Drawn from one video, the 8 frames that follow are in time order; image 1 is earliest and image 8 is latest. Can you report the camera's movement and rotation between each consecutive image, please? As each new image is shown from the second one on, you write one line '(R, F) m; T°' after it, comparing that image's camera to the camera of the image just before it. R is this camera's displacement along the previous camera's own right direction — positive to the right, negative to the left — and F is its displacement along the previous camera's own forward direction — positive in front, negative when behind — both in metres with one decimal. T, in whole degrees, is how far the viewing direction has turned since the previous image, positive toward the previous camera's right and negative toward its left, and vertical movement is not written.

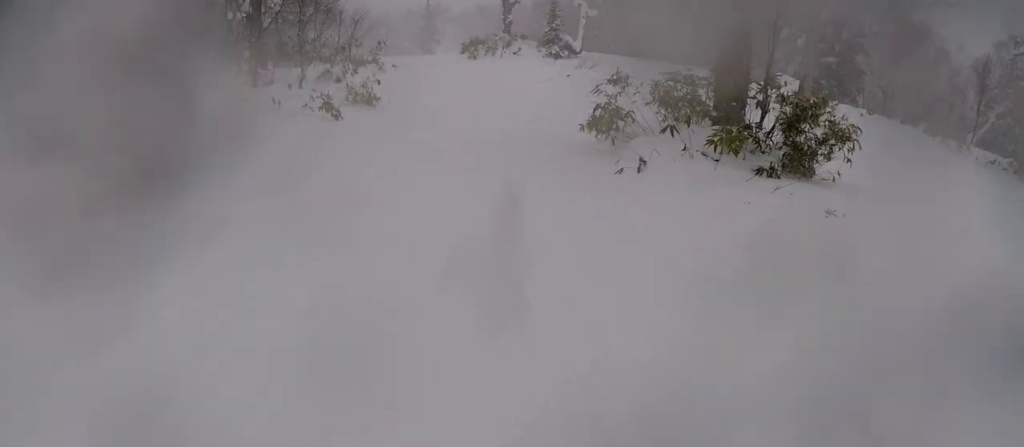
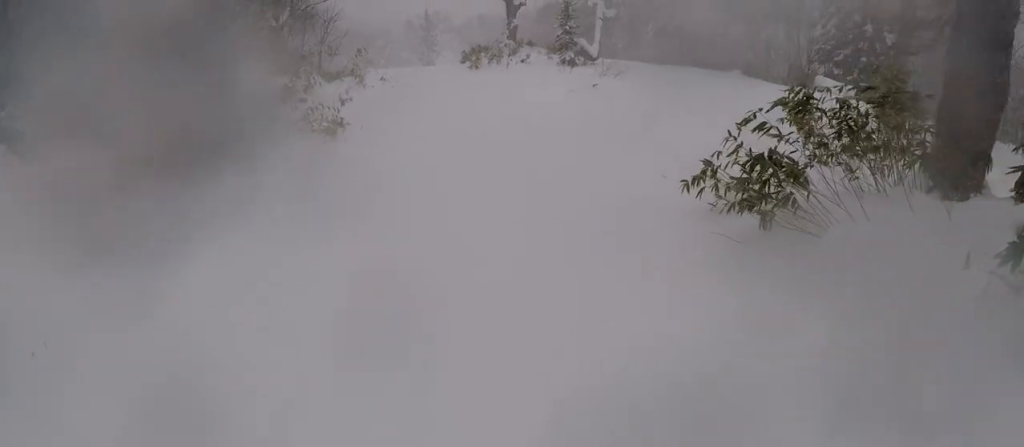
(-0.4, +7.1) m; +3°
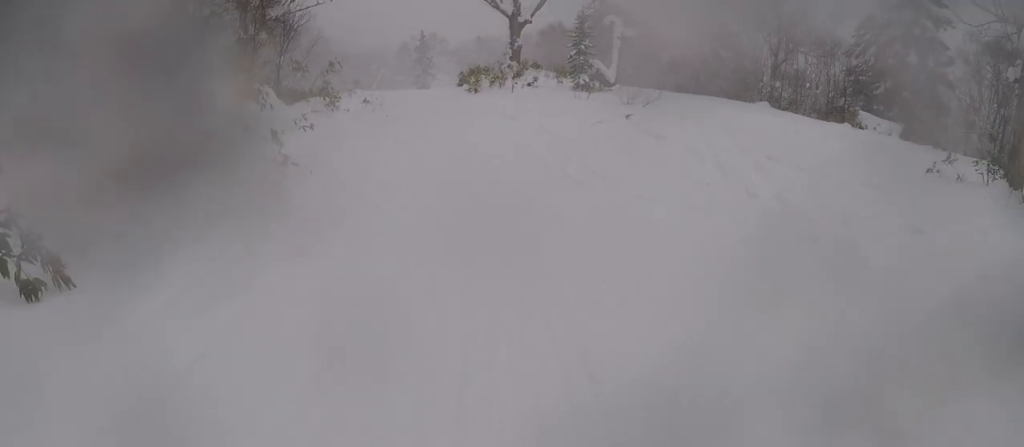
(+0.6, +5.7) m; +6°
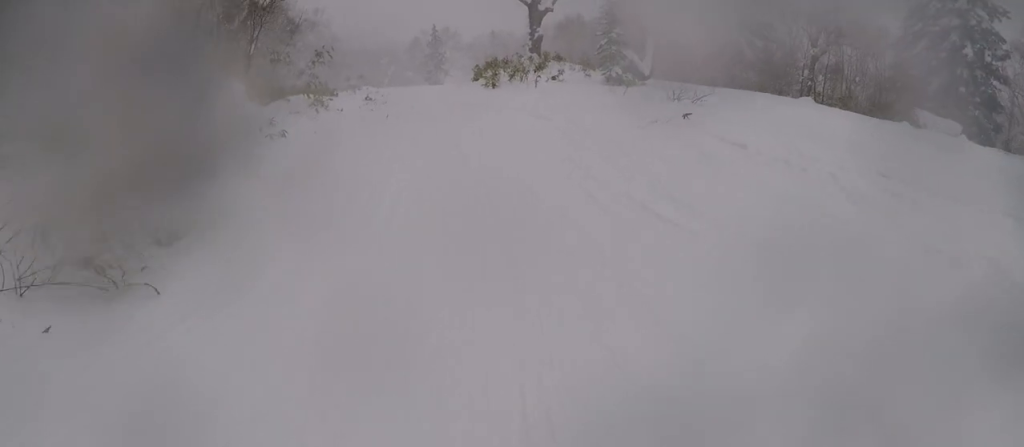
(0.0, +3.9) m; -7°
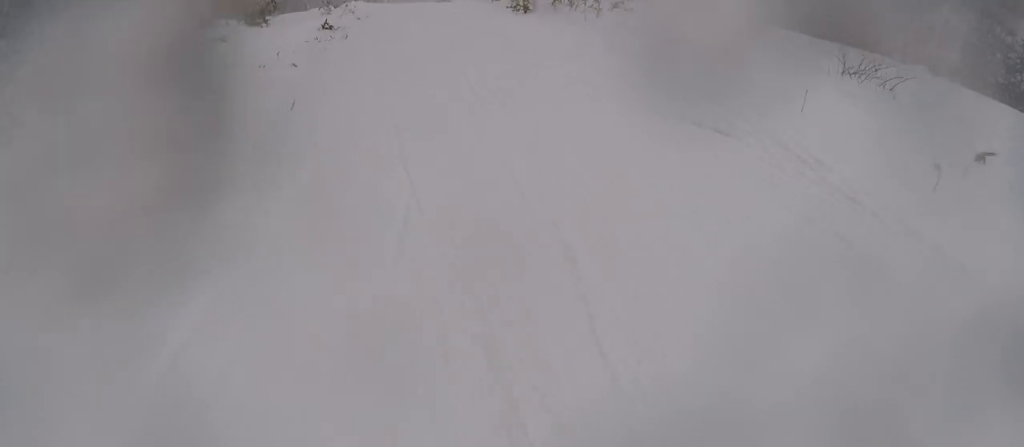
(-1.8, +9.3) m; -7°
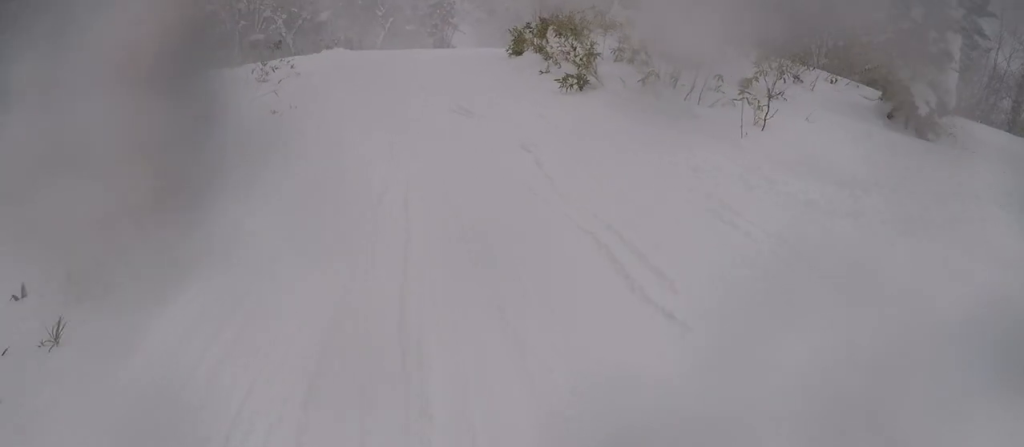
(+1.8, +10.8) m; +3°
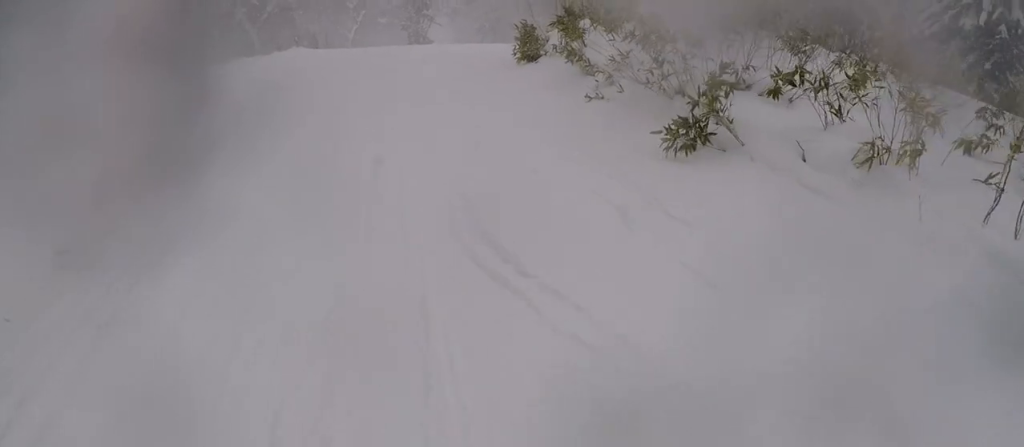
(-0.9, +6.7) m; -8°
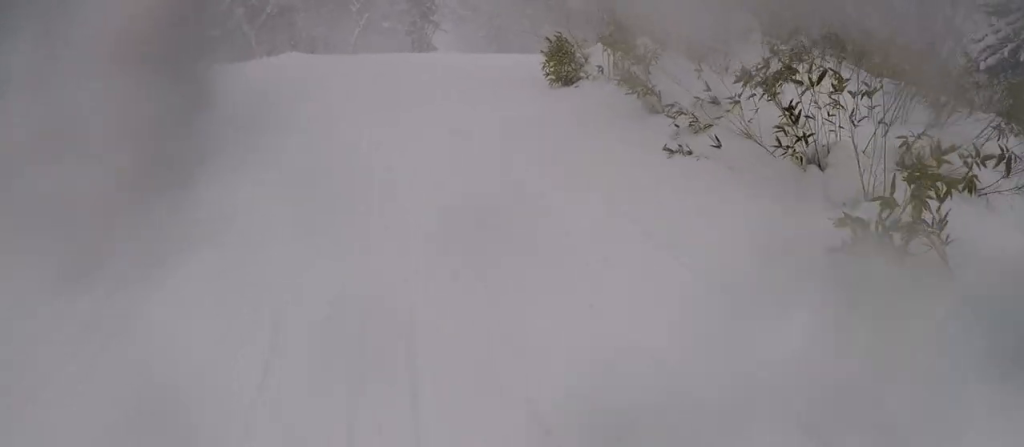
(-0.4, +3.1) m; 0°
